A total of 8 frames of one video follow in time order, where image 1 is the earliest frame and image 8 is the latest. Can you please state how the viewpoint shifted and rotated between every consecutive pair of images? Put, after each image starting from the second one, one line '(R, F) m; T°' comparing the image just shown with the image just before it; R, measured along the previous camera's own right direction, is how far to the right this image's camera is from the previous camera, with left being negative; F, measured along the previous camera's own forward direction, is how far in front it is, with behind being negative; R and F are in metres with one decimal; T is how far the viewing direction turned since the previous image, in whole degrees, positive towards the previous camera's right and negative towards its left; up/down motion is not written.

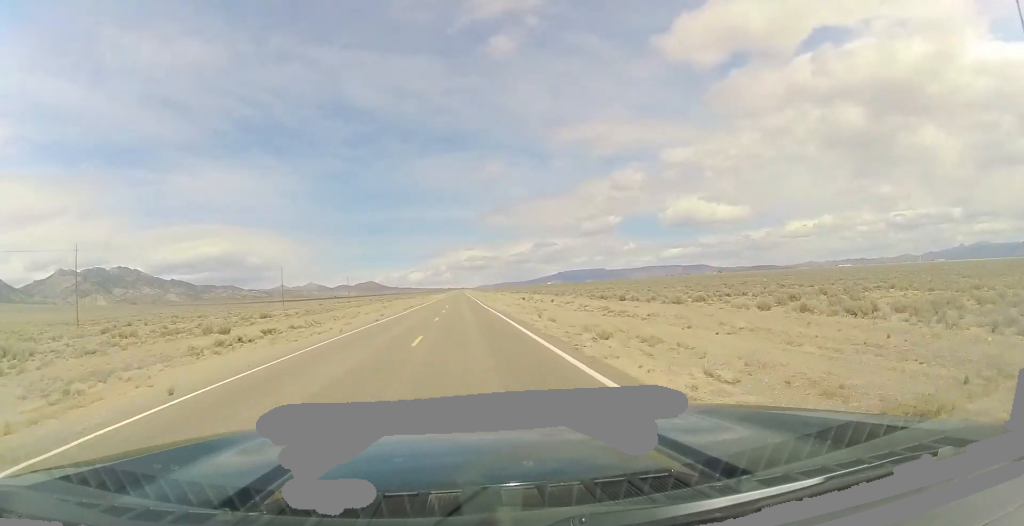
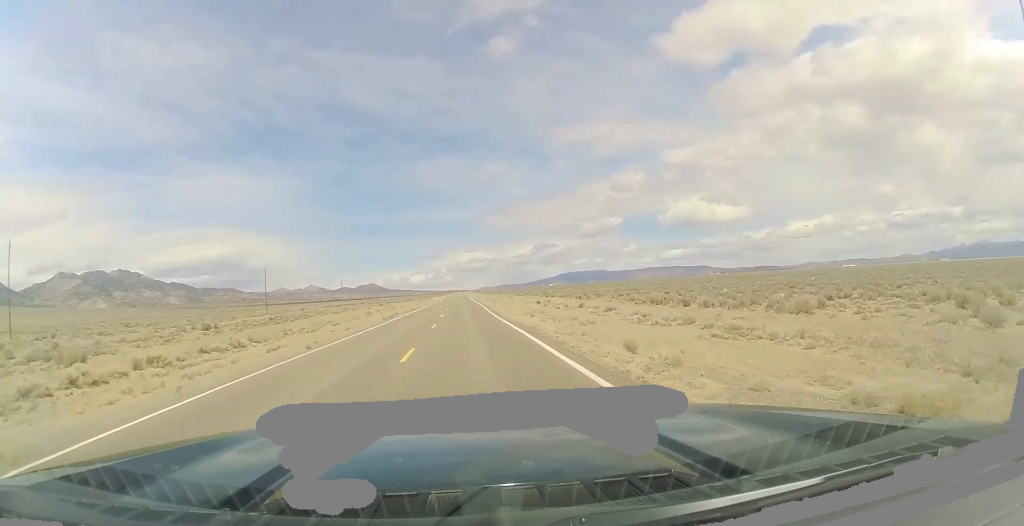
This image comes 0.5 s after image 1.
(+0.1, +16.8) m; 0°
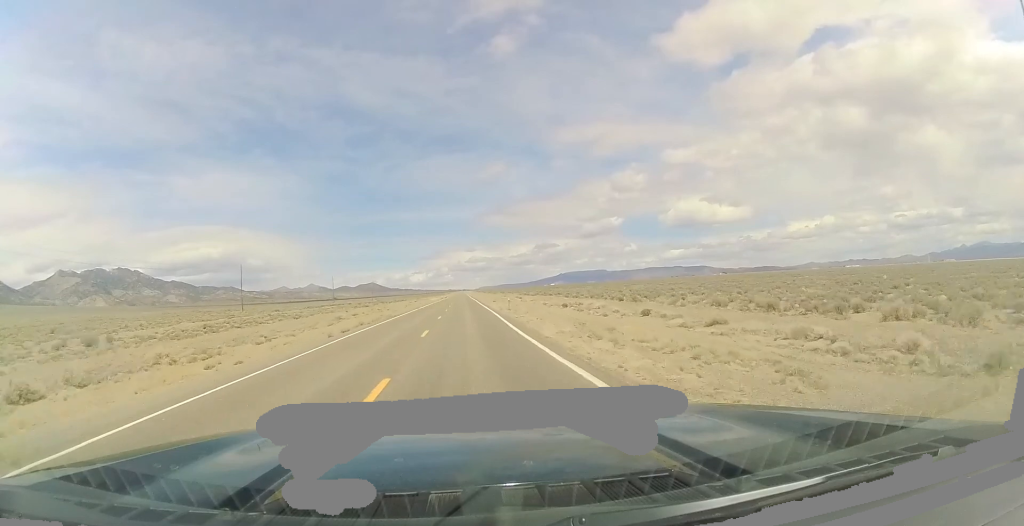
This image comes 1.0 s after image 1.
(0.0, +19.4) m; 0°
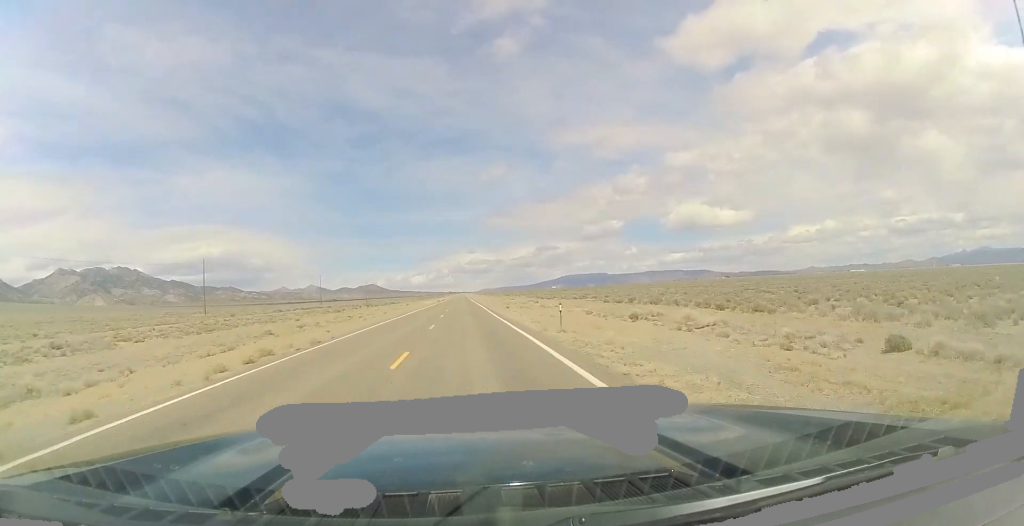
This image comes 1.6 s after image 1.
(-0.1, +23.0) m; +1°
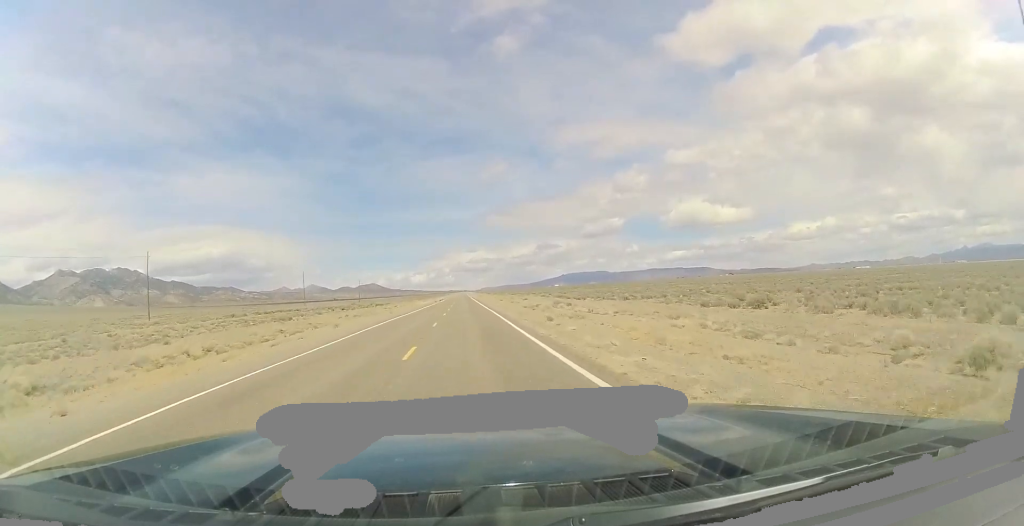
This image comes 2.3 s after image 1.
(+0.4, +25.6) m; 0°
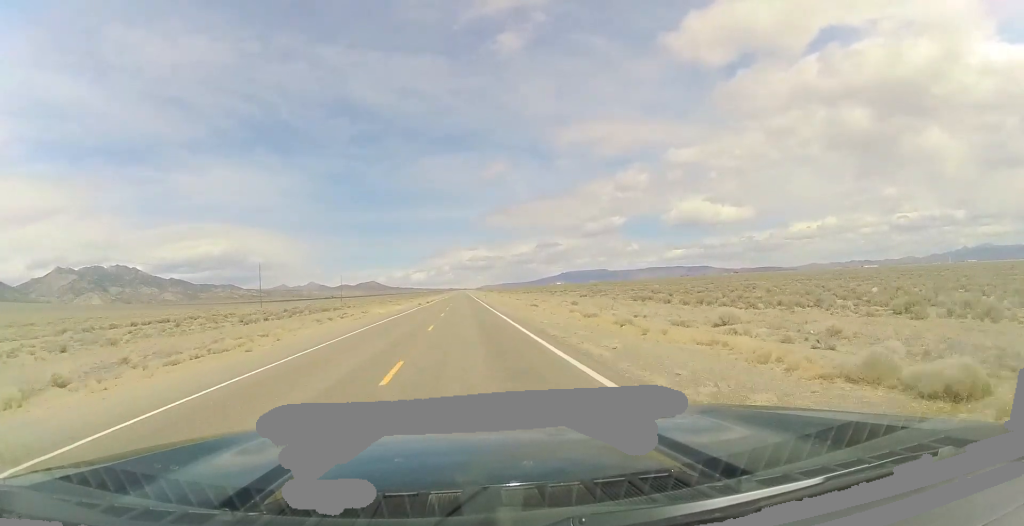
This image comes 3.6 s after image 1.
(-0.4, +46.2) m; -1°
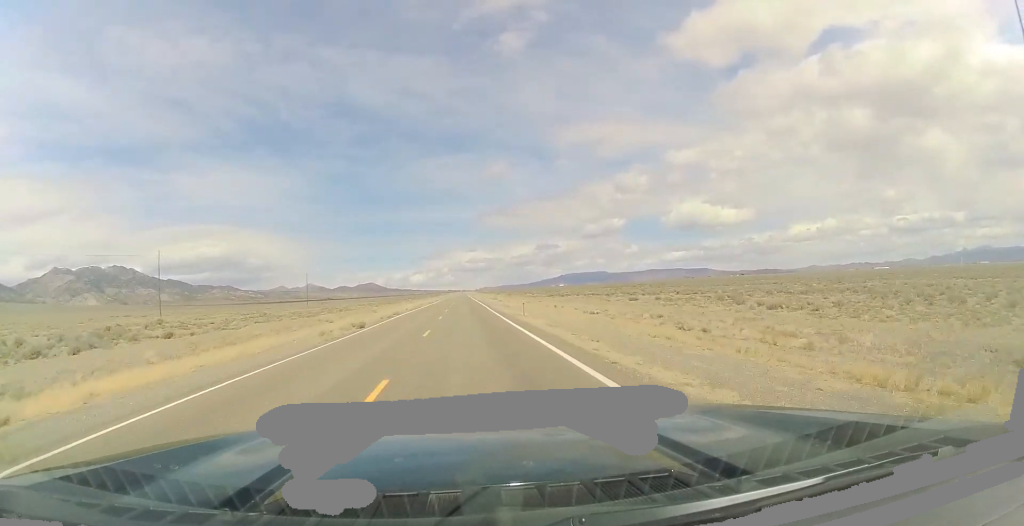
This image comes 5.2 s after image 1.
(+0.3, +57.3) m; +1°
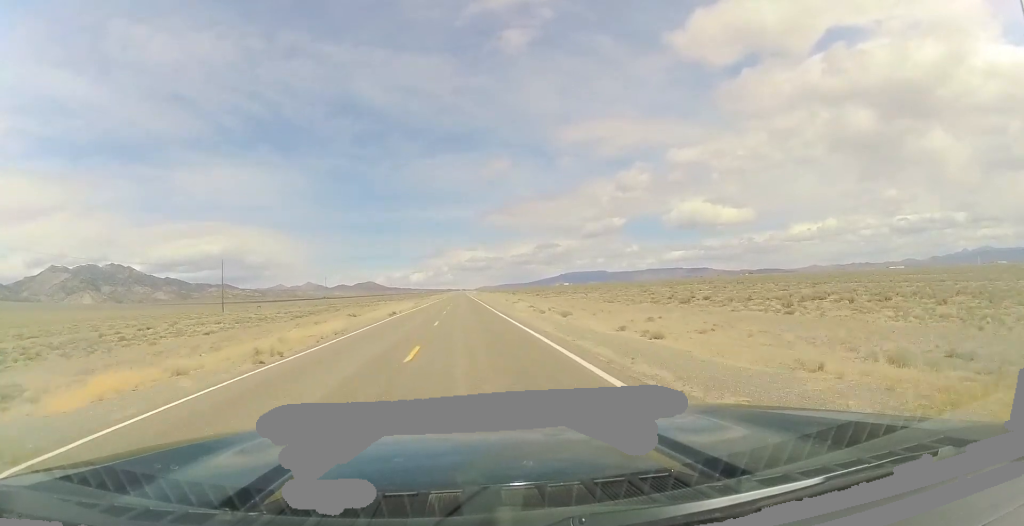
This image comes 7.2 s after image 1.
(-0.4, +76.1) m; 0°
